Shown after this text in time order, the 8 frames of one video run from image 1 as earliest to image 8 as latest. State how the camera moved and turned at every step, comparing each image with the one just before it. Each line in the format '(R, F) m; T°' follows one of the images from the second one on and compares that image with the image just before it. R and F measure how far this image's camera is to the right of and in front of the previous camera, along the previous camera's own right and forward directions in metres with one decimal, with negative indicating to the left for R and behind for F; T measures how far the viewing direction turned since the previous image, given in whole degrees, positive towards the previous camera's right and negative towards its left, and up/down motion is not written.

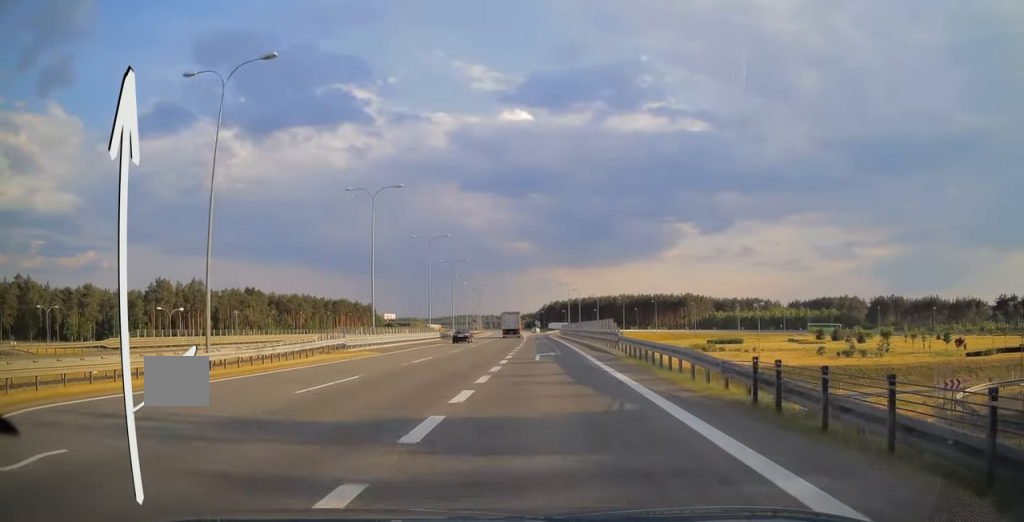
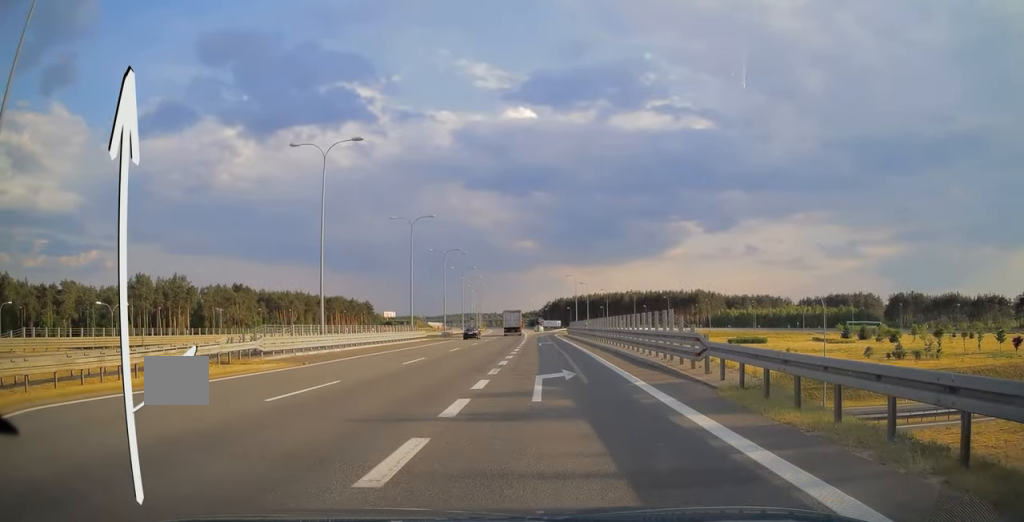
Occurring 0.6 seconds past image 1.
(-0.1, +13.9) m; -1°
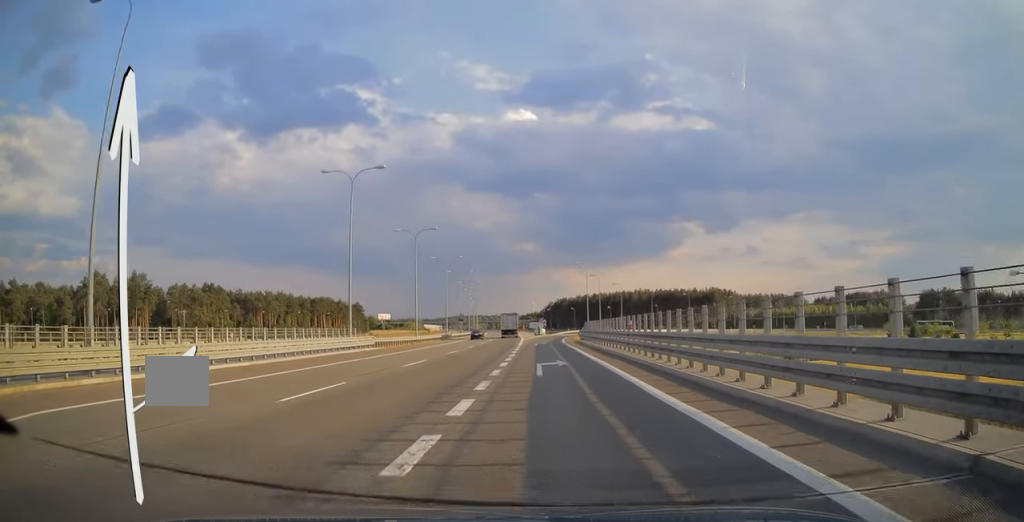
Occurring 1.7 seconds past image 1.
(-0.2, +23.7) m; -1°
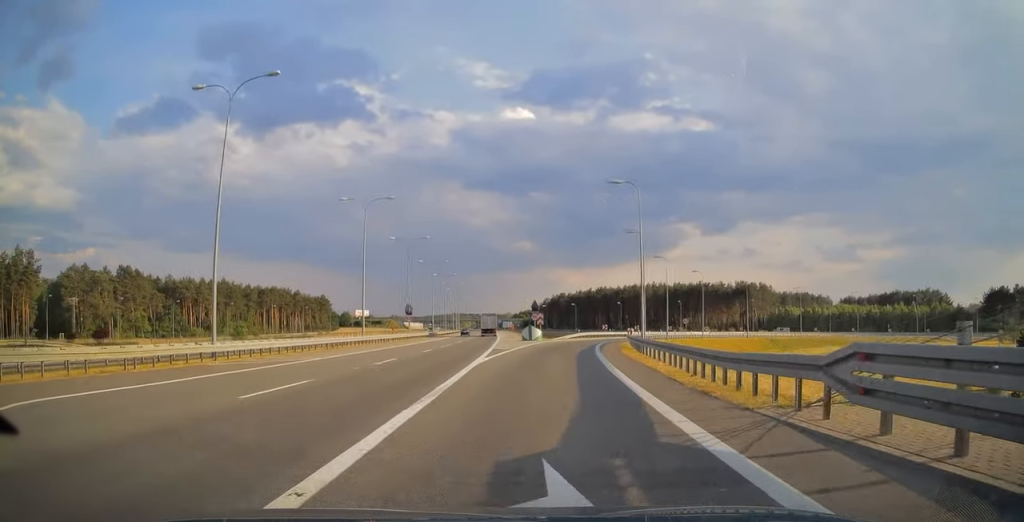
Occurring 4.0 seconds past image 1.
(-0.2, +48.7) m; 0°
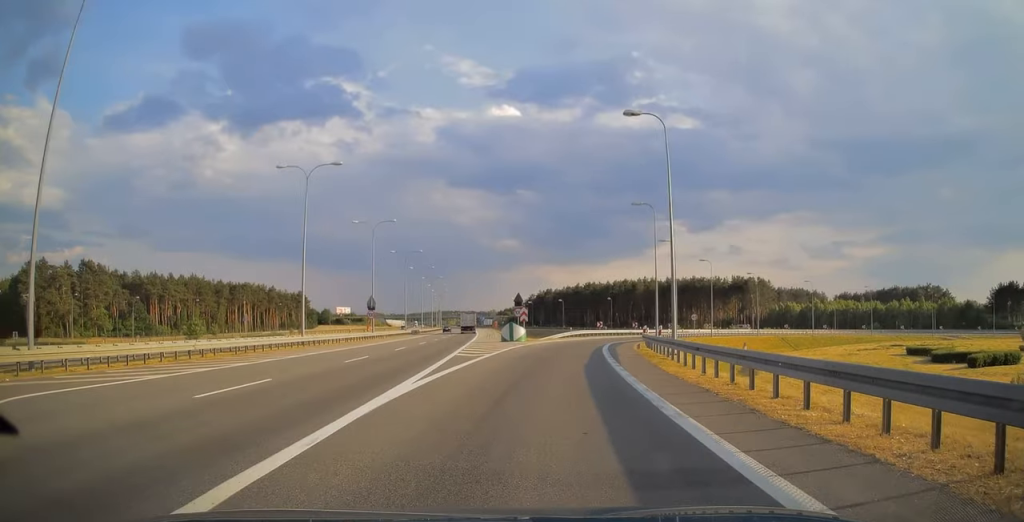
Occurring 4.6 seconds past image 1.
(0.0, +12.5) m; 0°
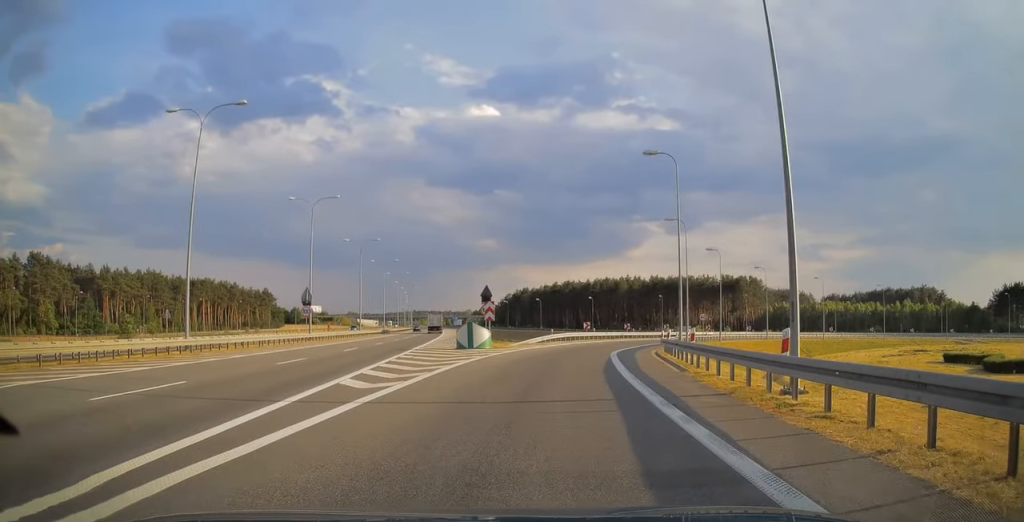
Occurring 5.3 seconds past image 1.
(+0.1, +14.2) m; +2°
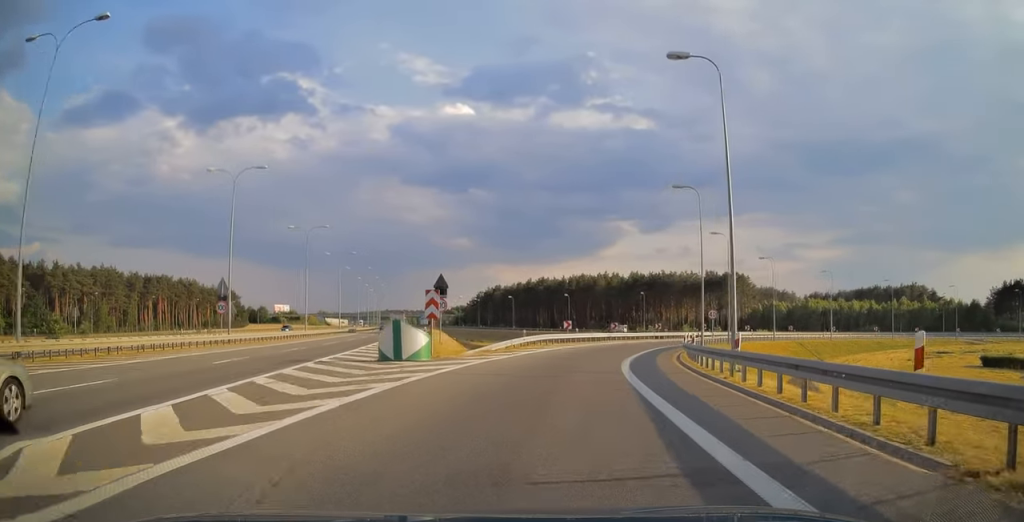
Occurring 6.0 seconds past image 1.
(+0.3, +12.3) m; +2°
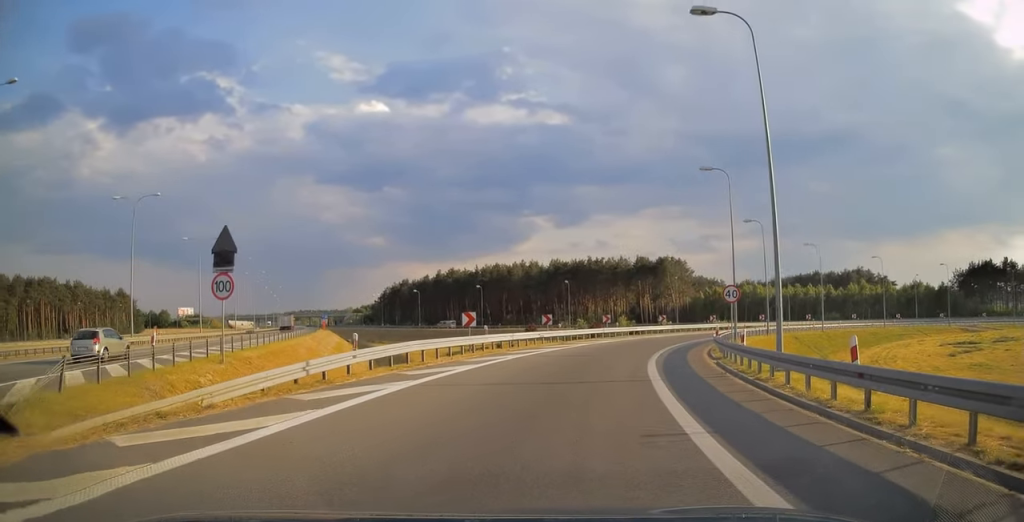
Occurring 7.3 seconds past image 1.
(+1.0, +23.0) m; +7°
